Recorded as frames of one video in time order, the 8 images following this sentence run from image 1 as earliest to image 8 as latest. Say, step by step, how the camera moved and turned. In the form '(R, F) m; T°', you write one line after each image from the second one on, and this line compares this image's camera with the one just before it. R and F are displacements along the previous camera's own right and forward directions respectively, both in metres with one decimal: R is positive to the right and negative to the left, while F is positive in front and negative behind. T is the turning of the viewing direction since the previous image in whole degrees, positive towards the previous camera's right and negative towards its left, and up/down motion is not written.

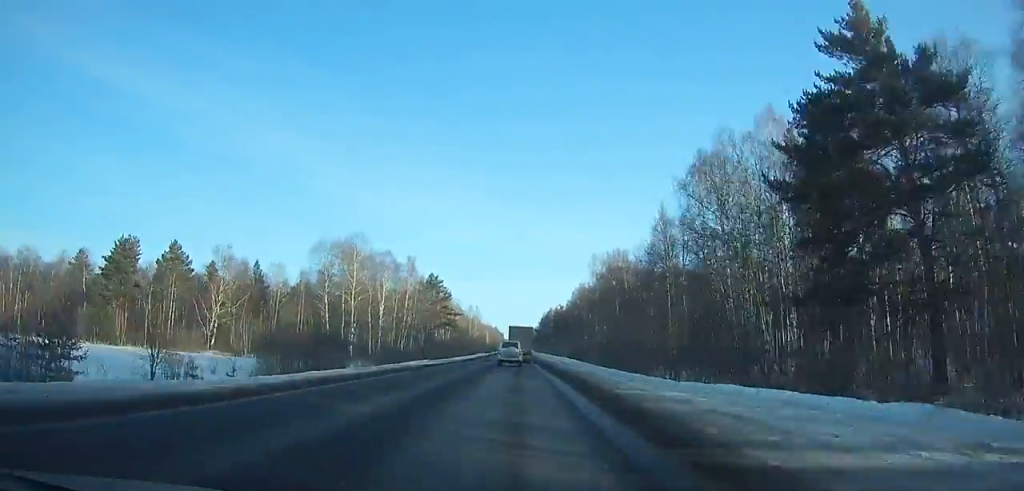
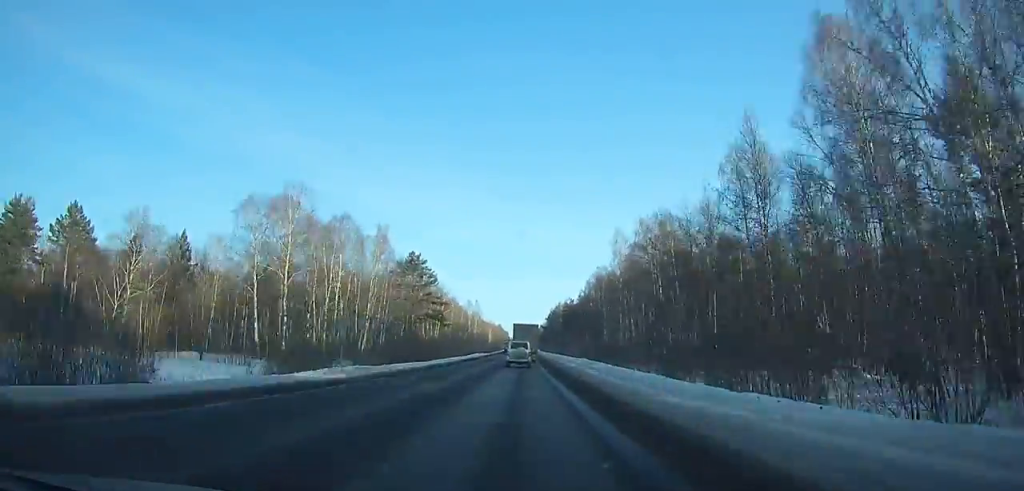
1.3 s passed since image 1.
(+0.1, +27.1) m; 0°
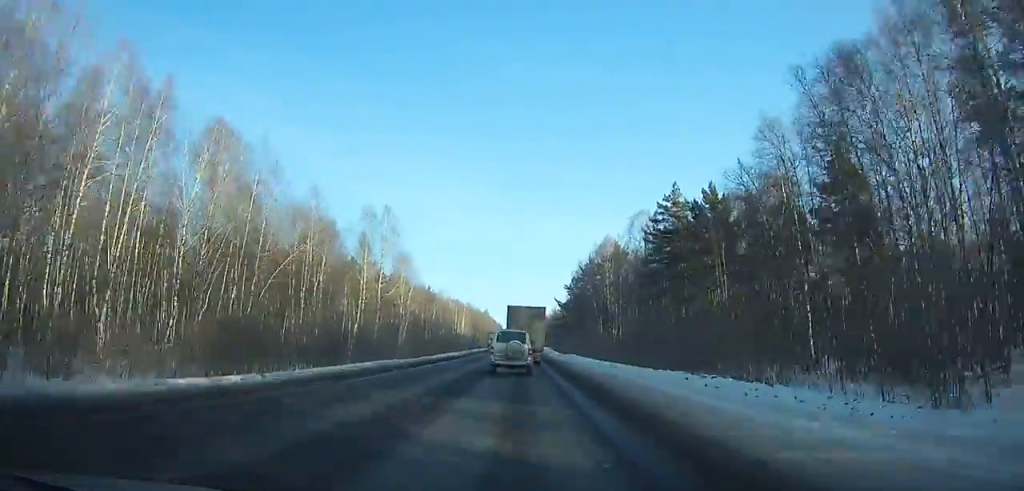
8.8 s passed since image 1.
(+0.3, +139.4) m; +1°
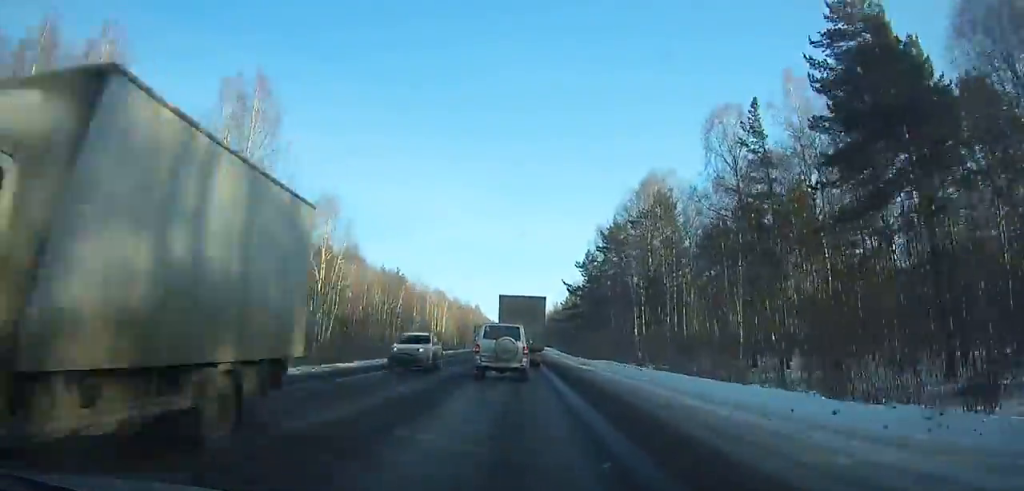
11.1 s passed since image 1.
(+0.2, +34.7) m; +1°
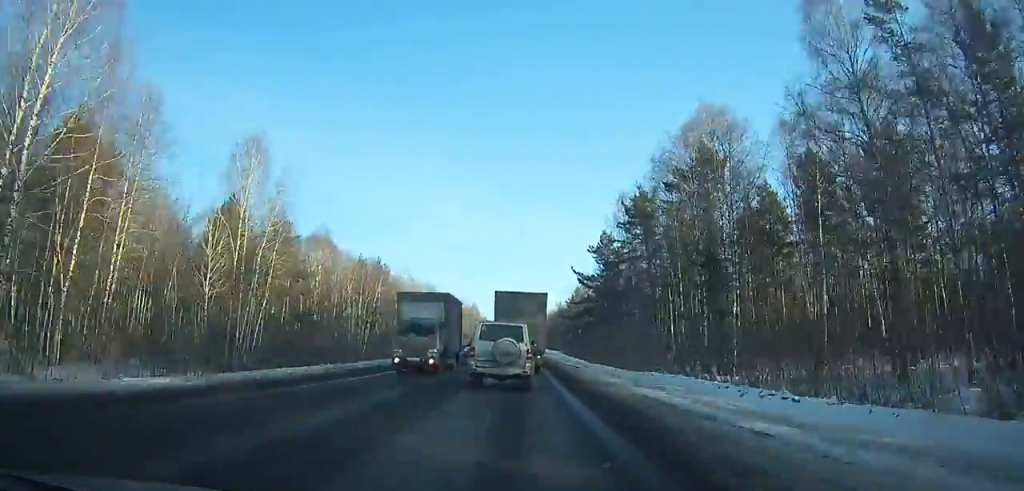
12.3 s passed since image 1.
(0.0, +16.7) m; 0°
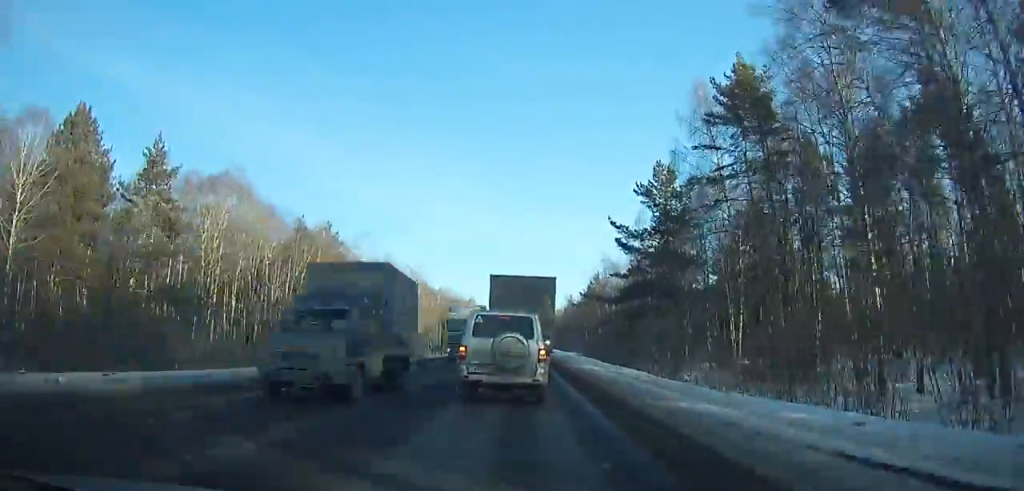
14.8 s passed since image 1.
(+0.2, +29.0) m; +1°
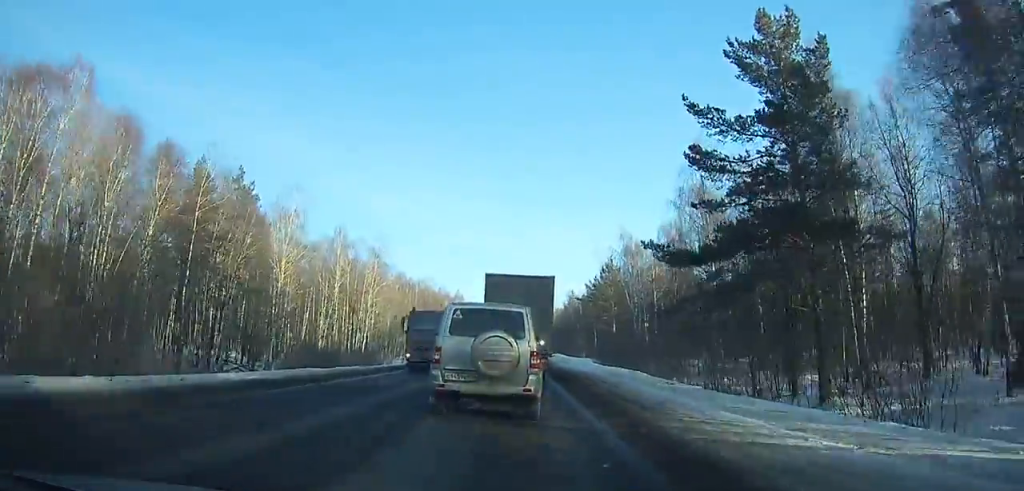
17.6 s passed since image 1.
(+0.2, +26.6) m; 0°
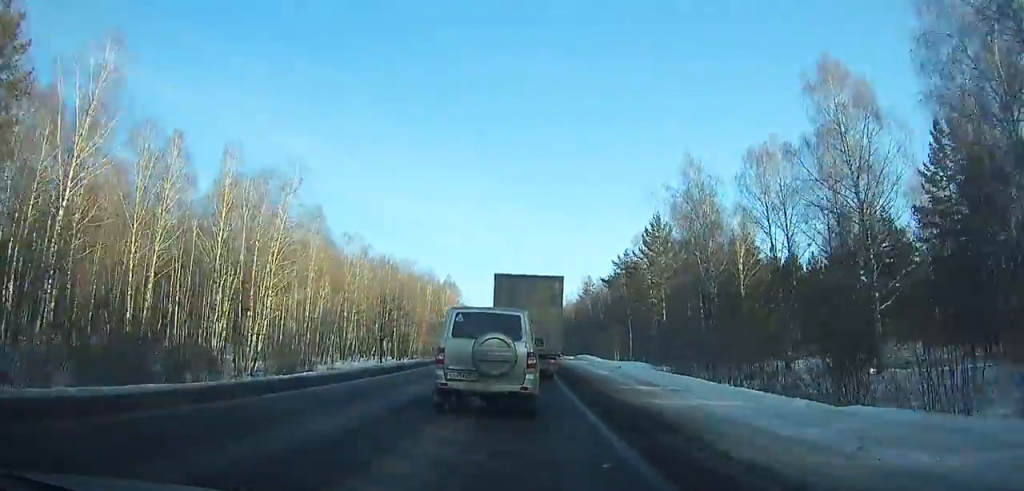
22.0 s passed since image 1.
(-0.7, +33.5) m; -3°
